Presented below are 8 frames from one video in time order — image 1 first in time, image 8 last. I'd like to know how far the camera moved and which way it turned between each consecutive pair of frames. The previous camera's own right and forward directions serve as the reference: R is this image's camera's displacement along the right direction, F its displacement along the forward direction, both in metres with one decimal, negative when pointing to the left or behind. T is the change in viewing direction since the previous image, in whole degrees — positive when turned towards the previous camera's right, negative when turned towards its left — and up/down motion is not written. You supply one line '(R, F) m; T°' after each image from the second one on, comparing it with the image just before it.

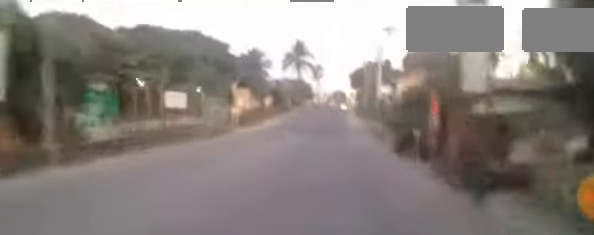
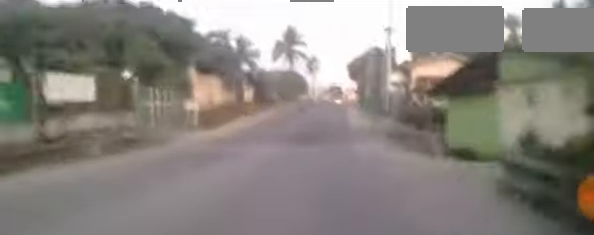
(-0.2, +9.5) m; -1°
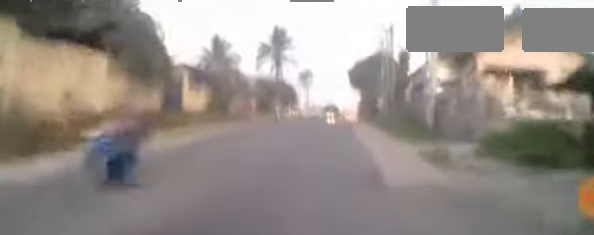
(0.0, +14.3) m; +2°
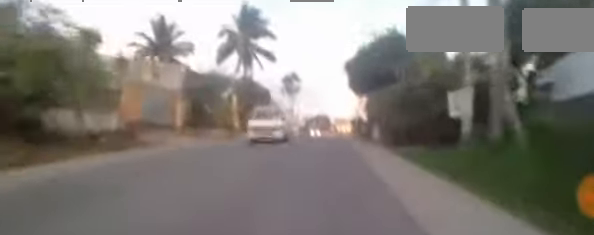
(+0.4, +18.8) m; +1°
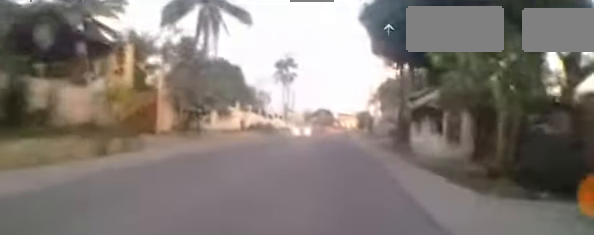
(+0.1, +17.2) m; 0°
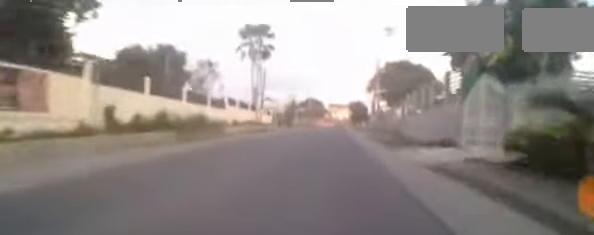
(-0.2, +20.4) m; +1°
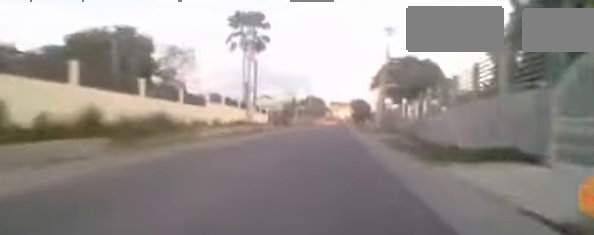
(+0.1, +5.4) m; +1°
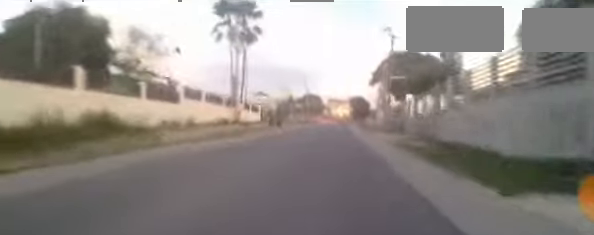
(+0.1, +5.0) m; +1°
